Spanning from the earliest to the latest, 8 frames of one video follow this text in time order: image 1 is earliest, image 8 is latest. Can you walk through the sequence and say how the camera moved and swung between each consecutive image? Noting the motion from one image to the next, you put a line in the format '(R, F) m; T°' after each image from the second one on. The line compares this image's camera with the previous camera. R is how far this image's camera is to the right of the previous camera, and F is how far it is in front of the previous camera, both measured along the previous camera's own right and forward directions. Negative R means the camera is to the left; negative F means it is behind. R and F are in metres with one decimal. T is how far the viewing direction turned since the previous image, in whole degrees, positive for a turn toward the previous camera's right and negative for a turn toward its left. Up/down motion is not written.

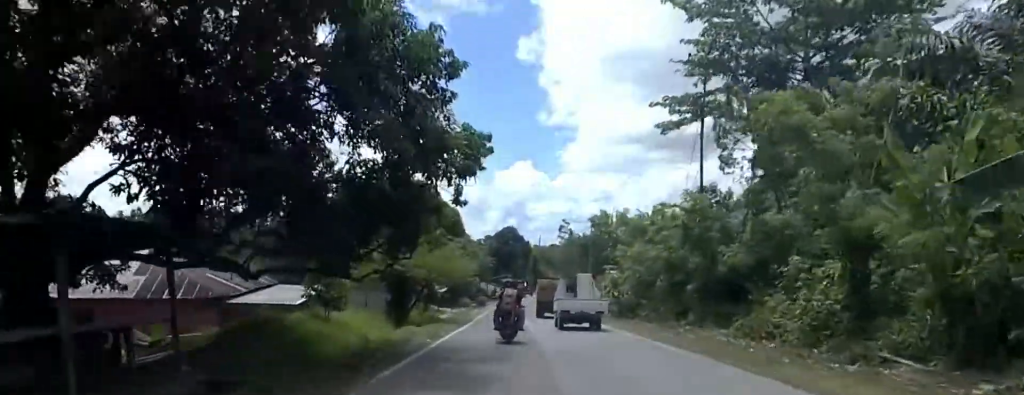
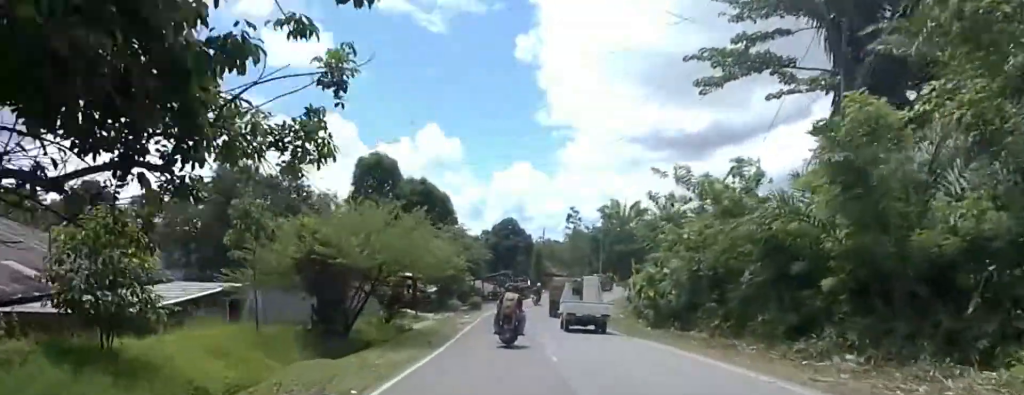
(+0.2, +10.4) m; +7°
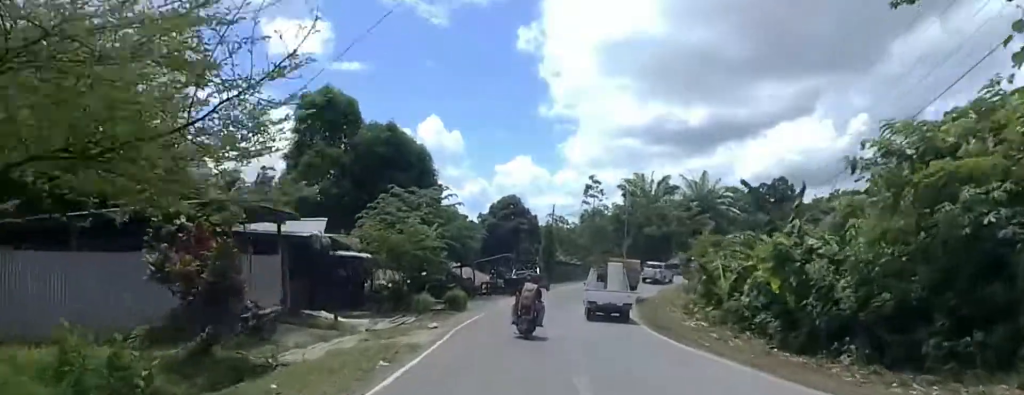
(+0.6, +14.8) m; -3°
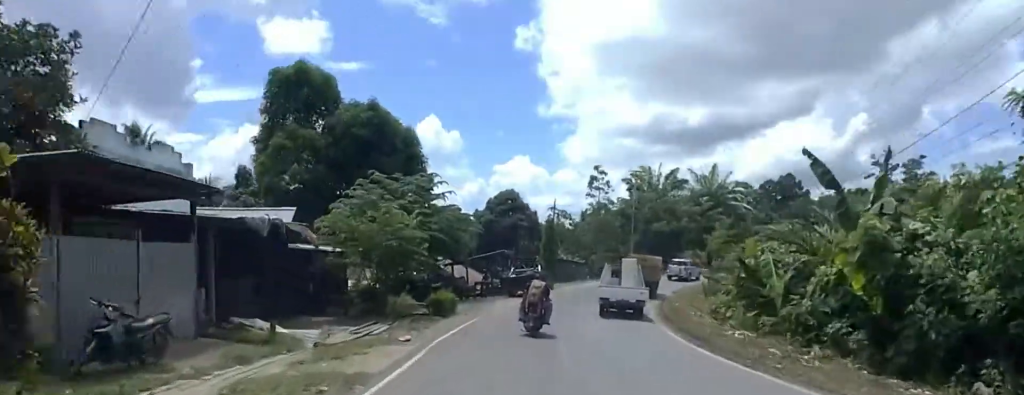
(-0.2, +4.2) m; -3°
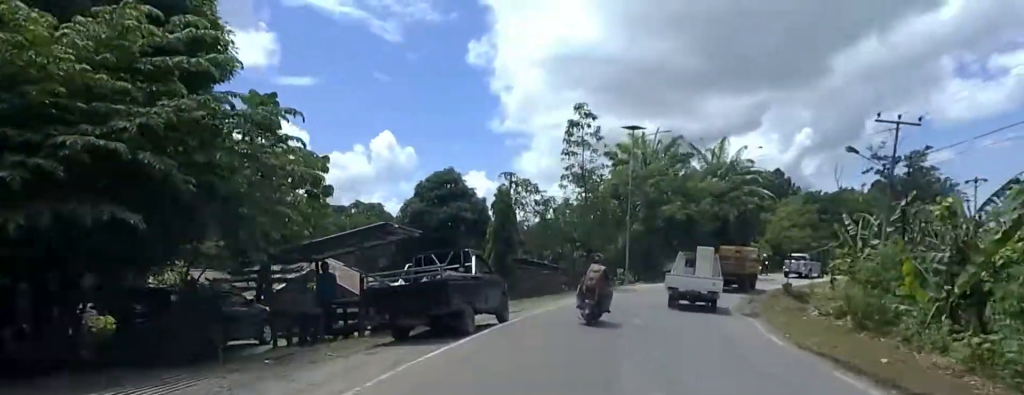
(+0.2, +19.1) m; +10°
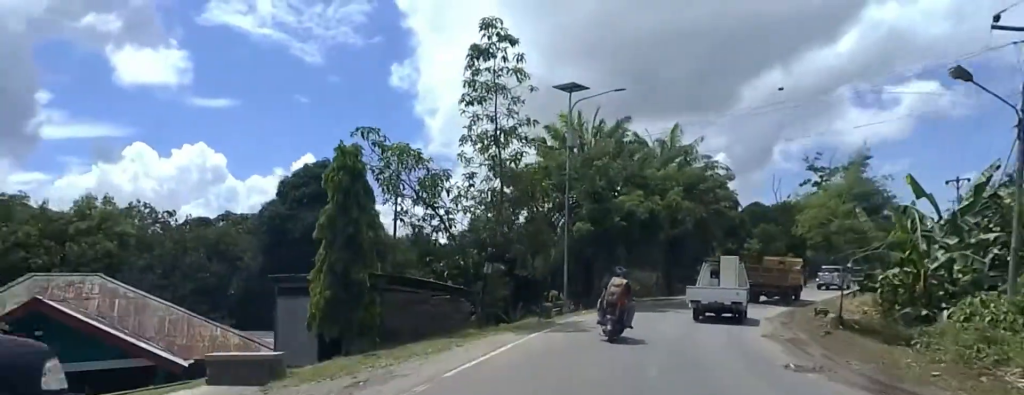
(+1.7, +12.3) m; +13°
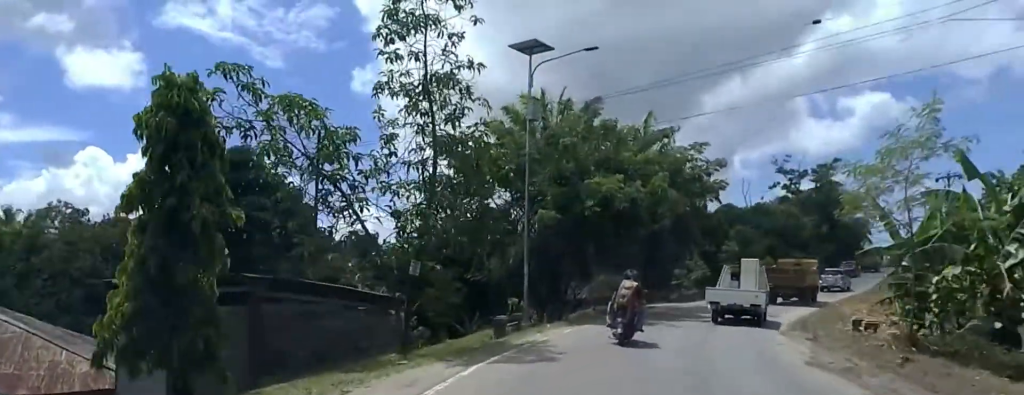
(+0.2, +6.0) m; +4°
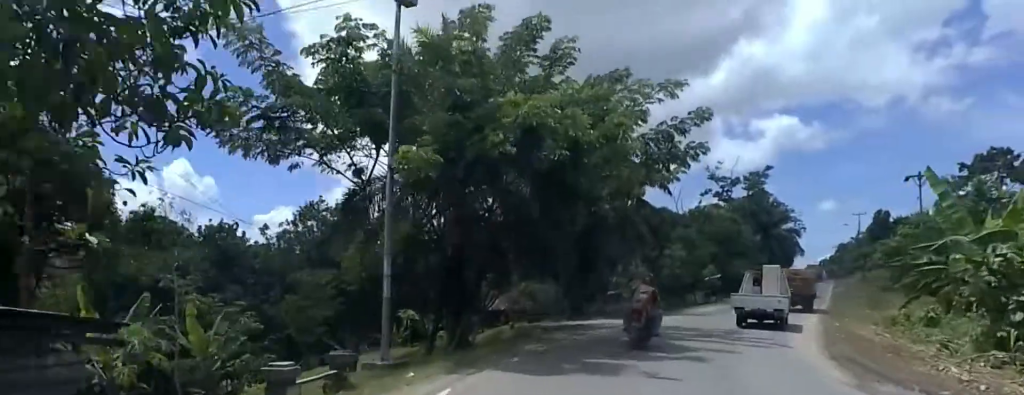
(+0.7, +10.5) m; +5°
